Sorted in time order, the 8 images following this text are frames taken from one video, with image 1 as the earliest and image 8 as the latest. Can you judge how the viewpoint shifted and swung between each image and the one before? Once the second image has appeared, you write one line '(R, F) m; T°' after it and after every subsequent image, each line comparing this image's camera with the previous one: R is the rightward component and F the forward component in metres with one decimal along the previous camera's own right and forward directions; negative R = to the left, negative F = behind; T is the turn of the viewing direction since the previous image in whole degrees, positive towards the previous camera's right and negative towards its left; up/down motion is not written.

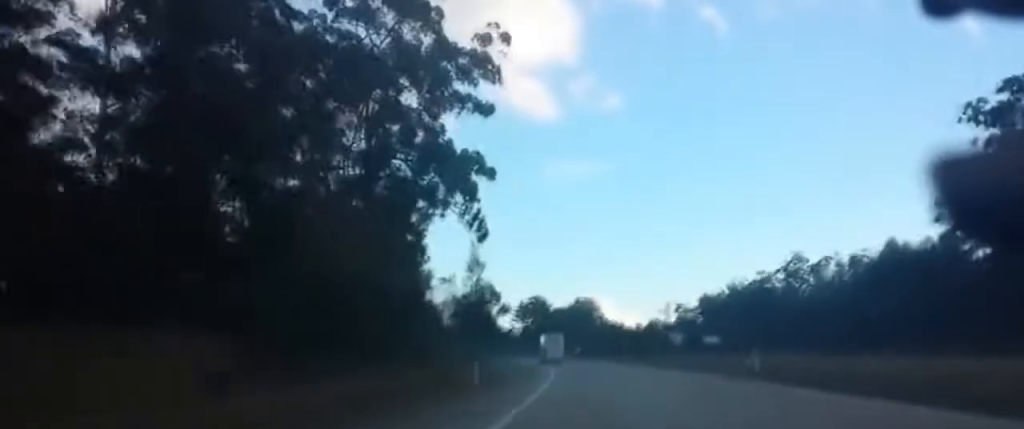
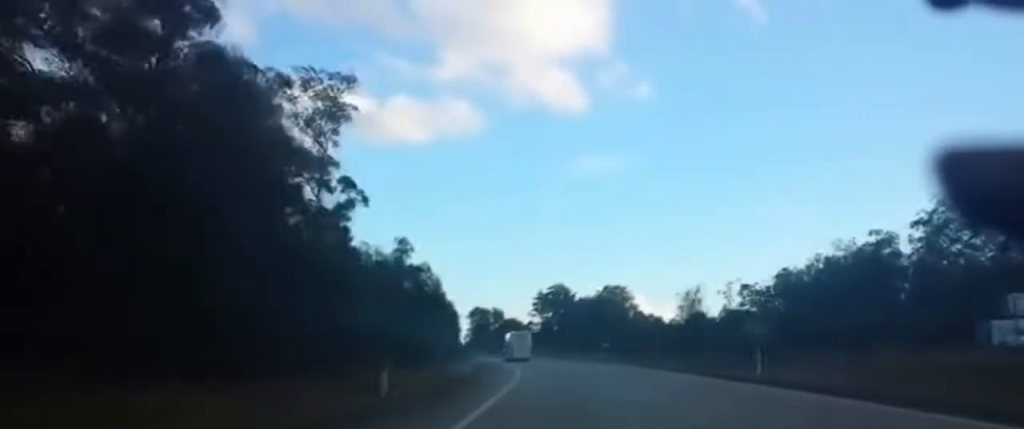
(-1.5, +69.2) m; -1°
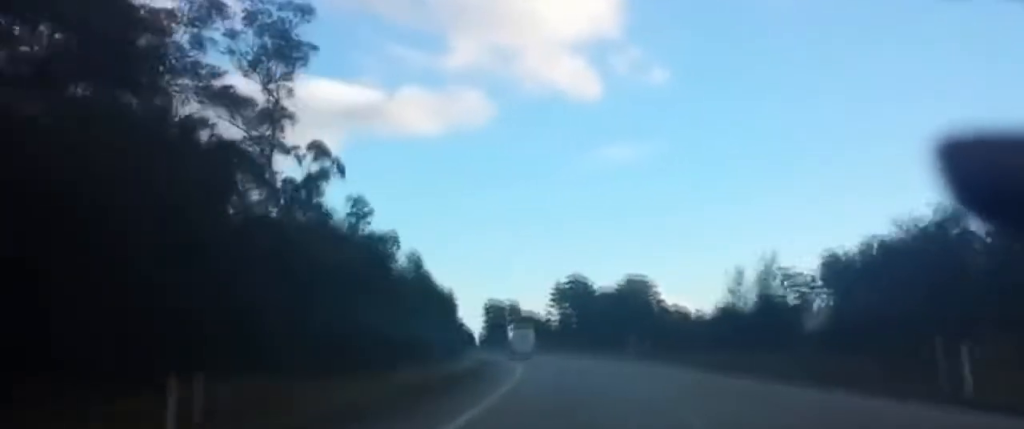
(+0.3, +16.2) m; 0°
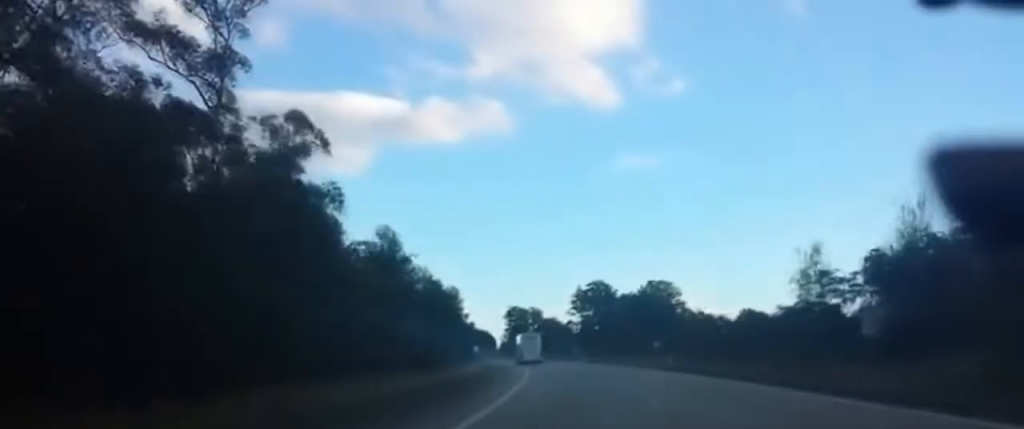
(-0.2, +17.4) m; -1°
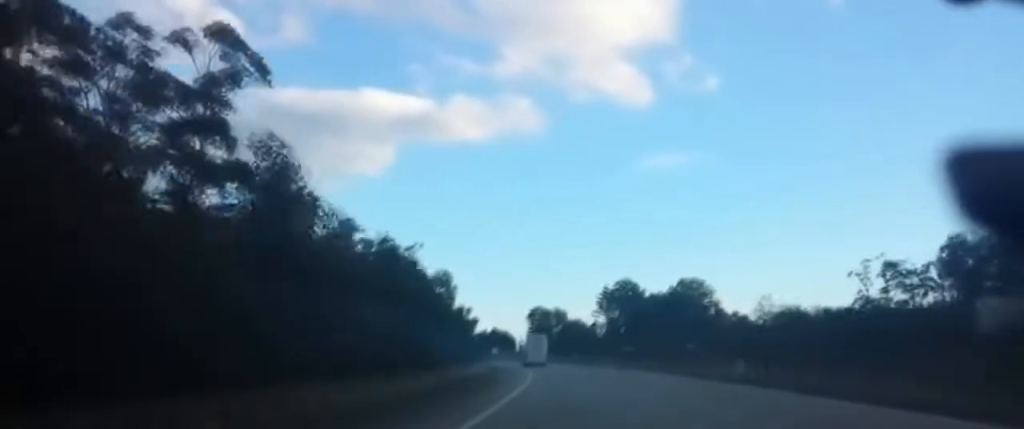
(-0.4, +21.5) m; -1°
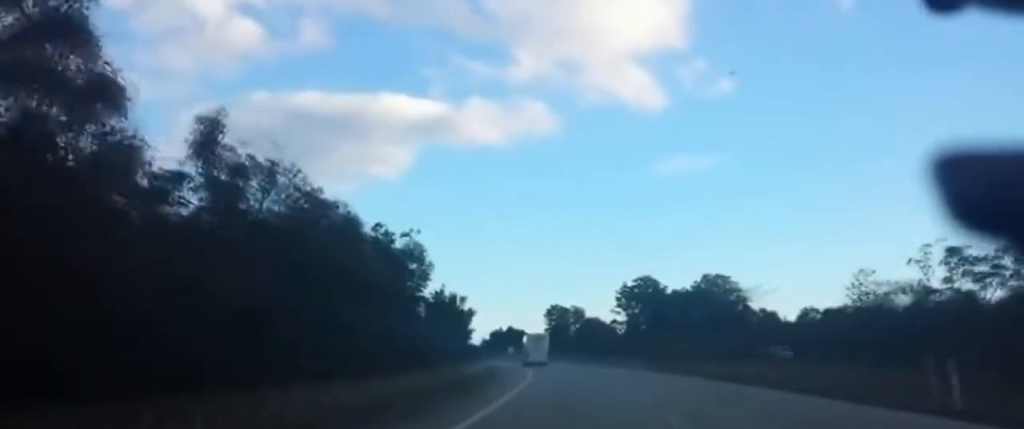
(0.0, +20.6) m; -1°
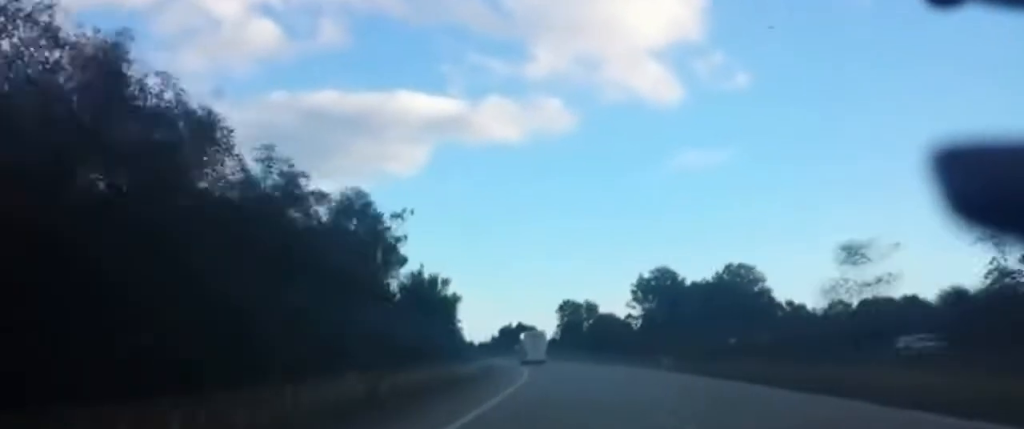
(-0.2, +17.7) m; -1°
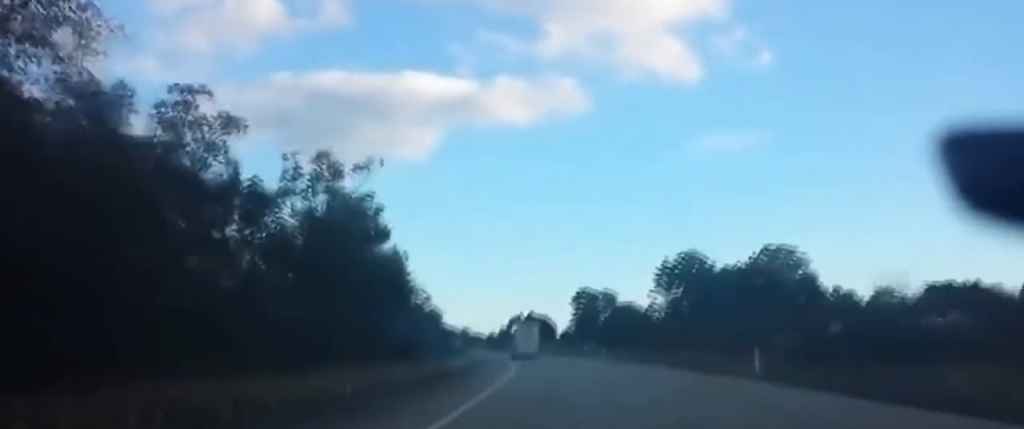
(-0.5, +26.1) m; -2°
